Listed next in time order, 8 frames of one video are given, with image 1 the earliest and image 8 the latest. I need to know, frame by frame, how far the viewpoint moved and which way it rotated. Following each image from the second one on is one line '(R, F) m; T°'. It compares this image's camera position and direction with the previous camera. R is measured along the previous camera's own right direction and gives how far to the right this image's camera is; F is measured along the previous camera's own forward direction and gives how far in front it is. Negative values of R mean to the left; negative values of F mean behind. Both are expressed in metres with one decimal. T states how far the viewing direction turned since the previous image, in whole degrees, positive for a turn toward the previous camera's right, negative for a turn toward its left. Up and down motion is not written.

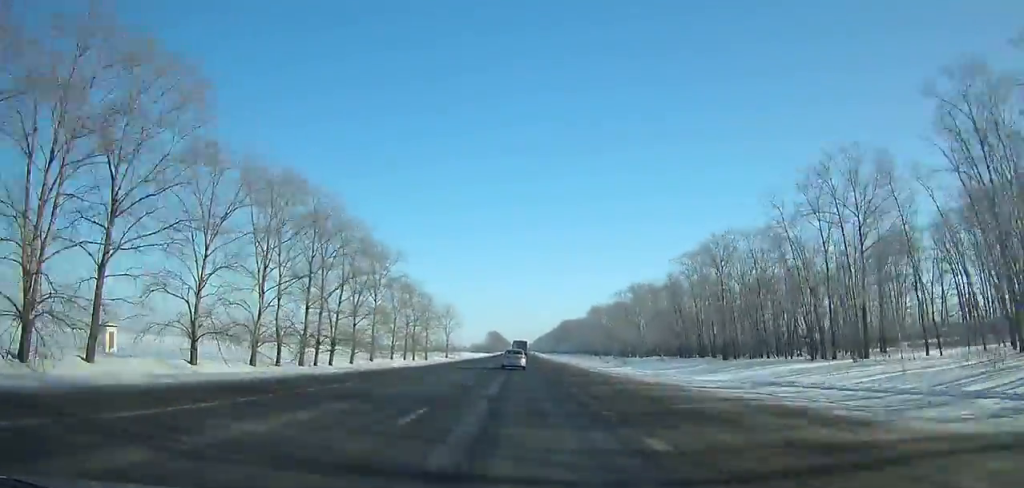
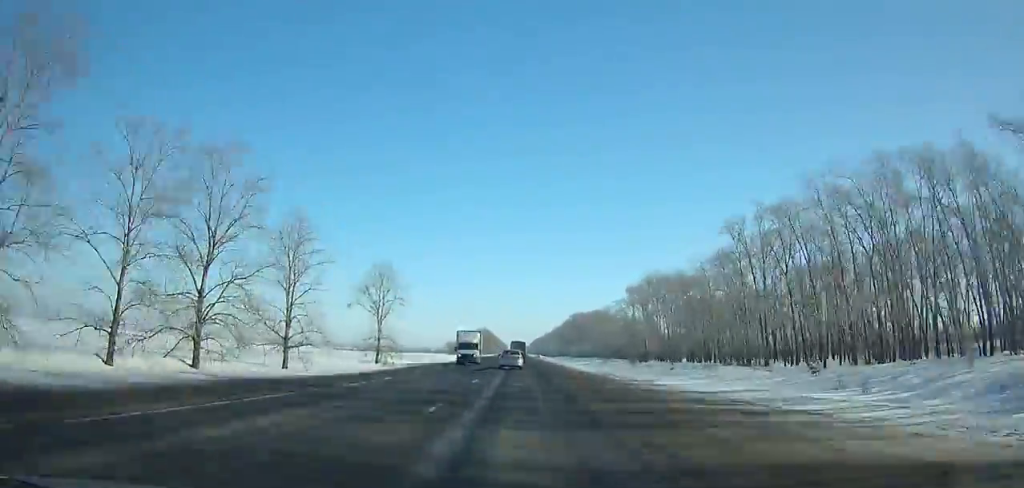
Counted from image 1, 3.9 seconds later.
(+0.1, +94.3) m; 0°
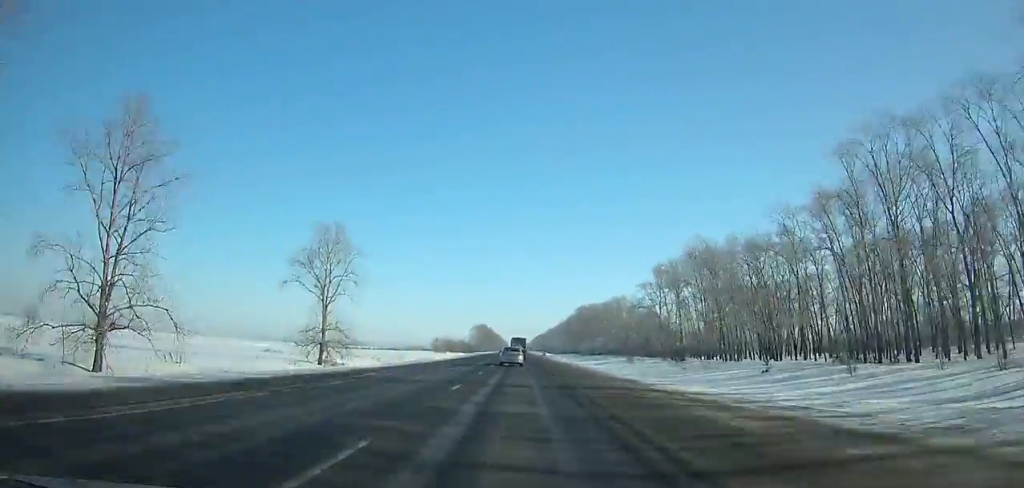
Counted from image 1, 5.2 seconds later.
(0.0, +31.6) m; 0°
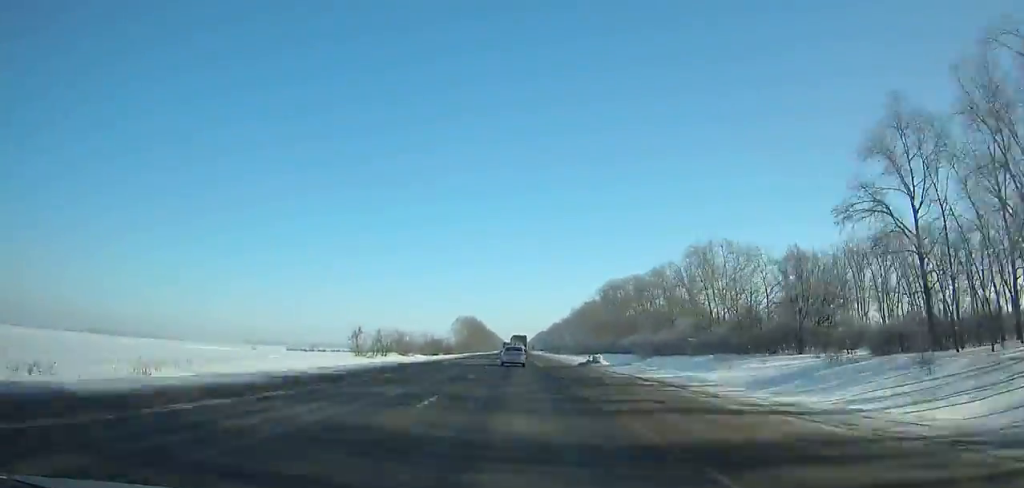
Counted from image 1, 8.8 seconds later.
(+0.2, +86.9) m; 0°
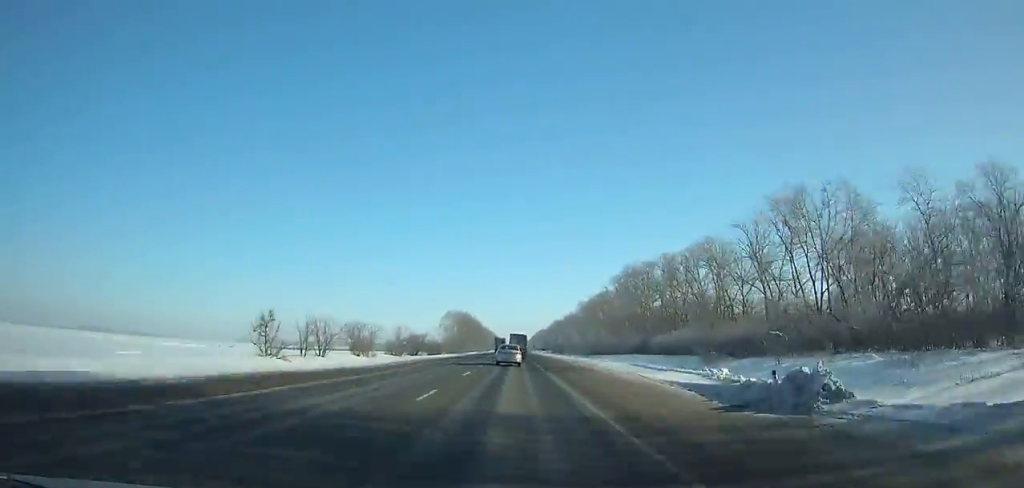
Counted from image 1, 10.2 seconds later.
(+0.2, +33.5) m; 0°
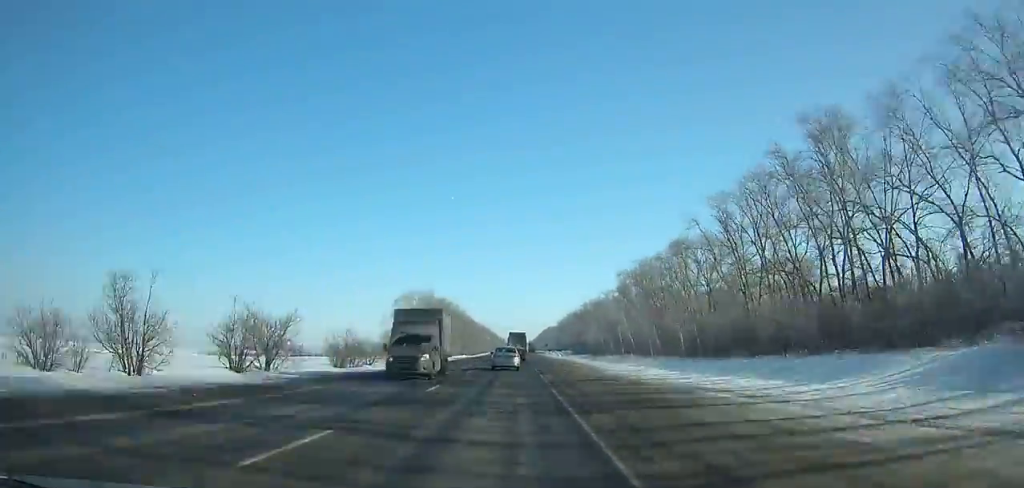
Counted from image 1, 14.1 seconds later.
(-0.2, +89.7) m; 0°
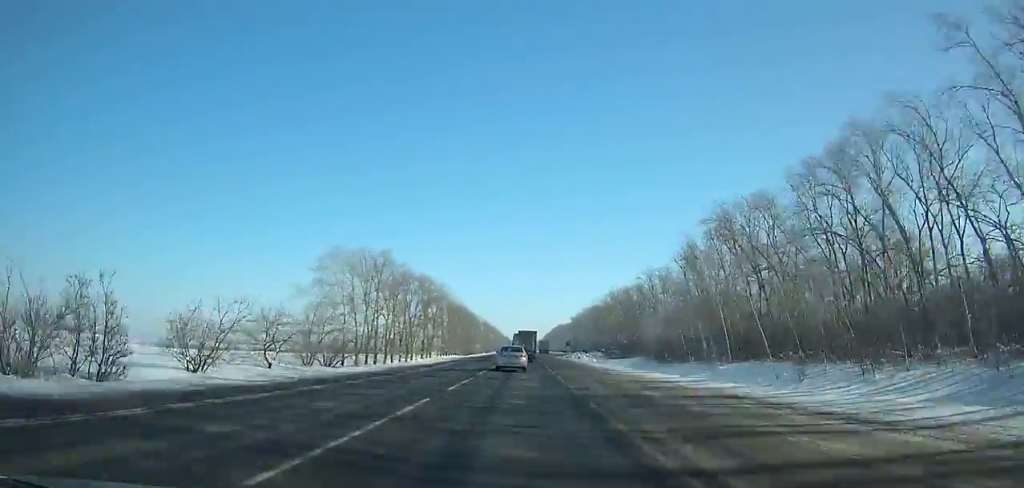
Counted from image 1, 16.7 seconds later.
(-0.2, +56.8) m; 0°
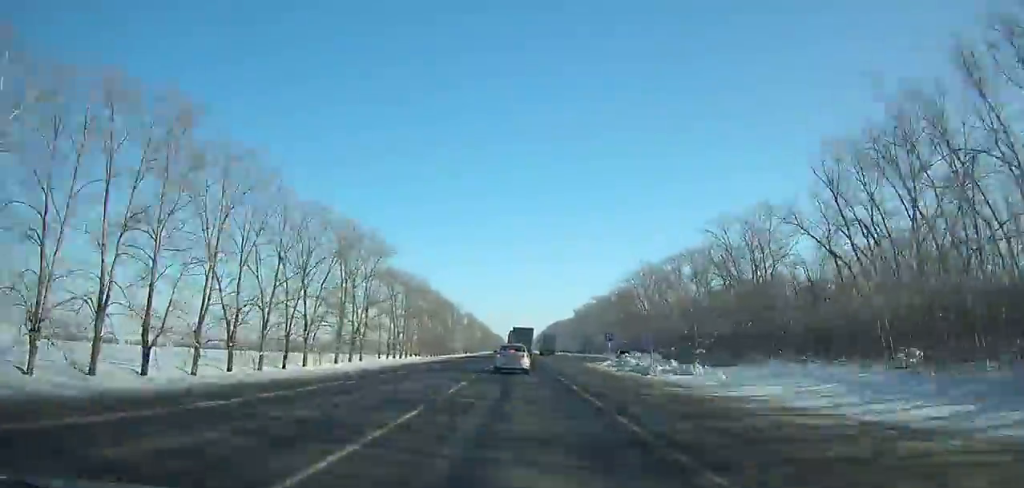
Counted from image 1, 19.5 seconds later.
(+0.3, +57.1) m; +1°
